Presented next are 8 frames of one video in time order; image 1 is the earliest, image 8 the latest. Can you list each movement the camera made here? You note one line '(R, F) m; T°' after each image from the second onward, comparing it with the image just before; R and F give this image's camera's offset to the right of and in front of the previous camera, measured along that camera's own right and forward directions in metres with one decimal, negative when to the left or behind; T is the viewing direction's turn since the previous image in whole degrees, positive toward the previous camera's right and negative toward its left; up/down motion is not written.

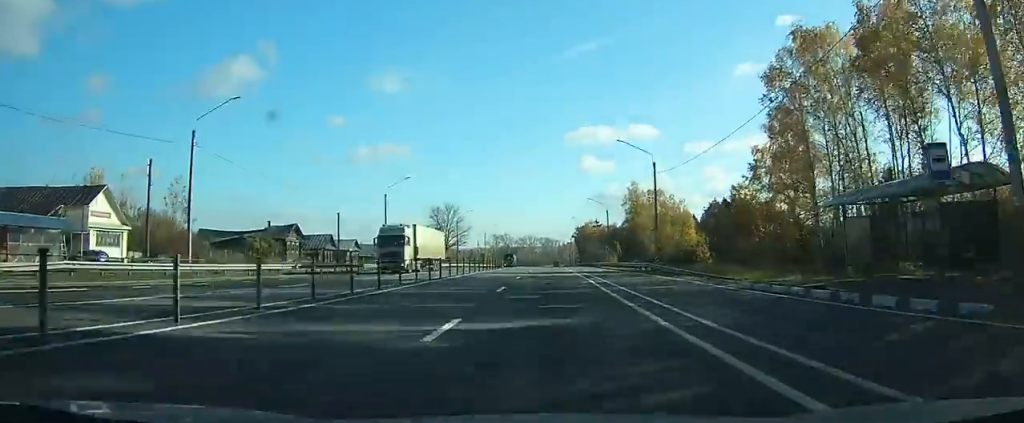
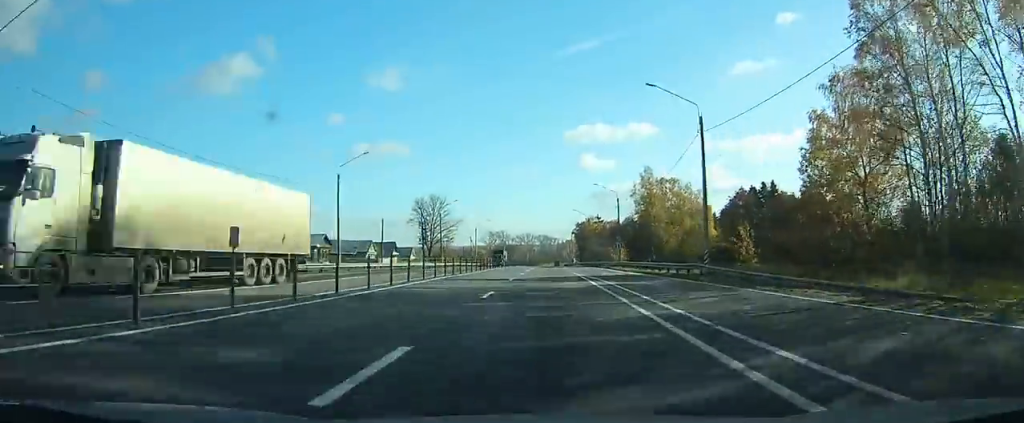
(0.0, +15.3) m; 0°
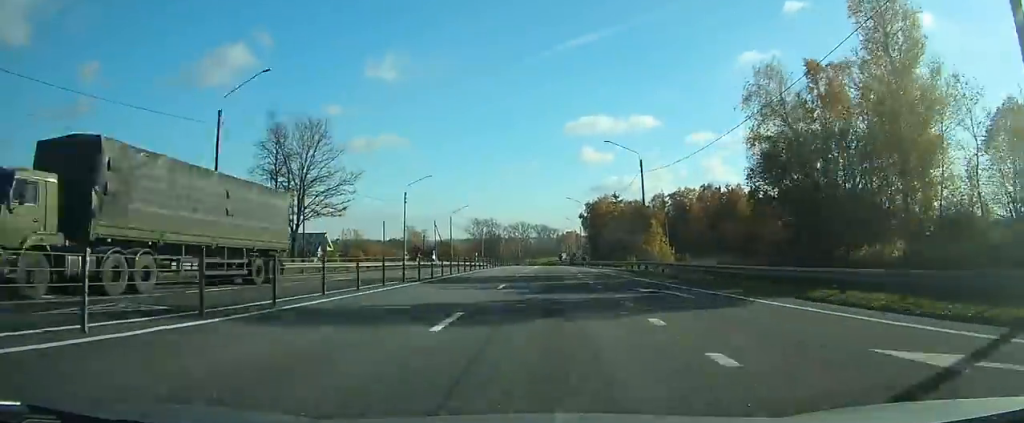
(-0.1, +62.9) m; 0°
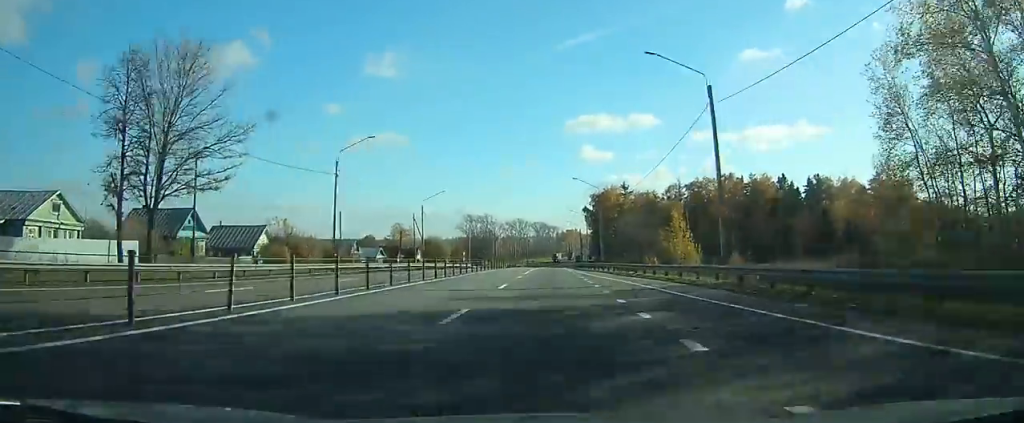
(-0.1, +22.7) m; 0°
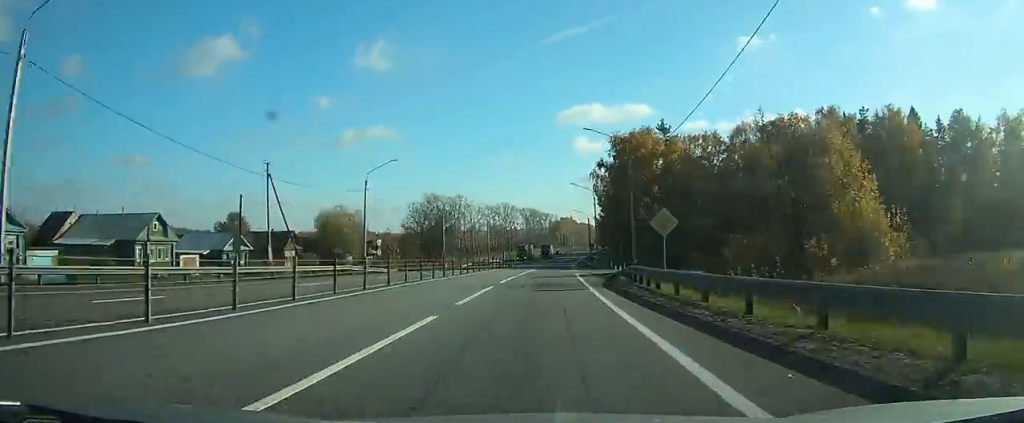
(+0.4, +64.6) m; +1°
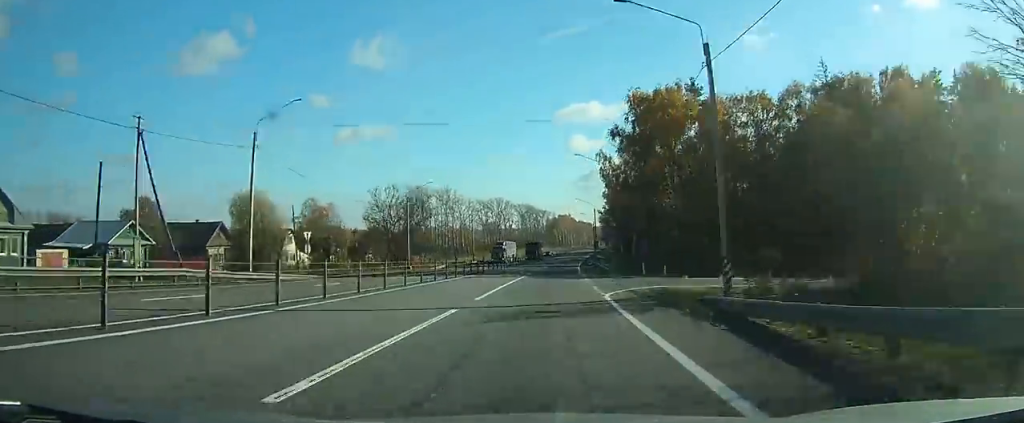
(0.0, +22.4) m; 0°
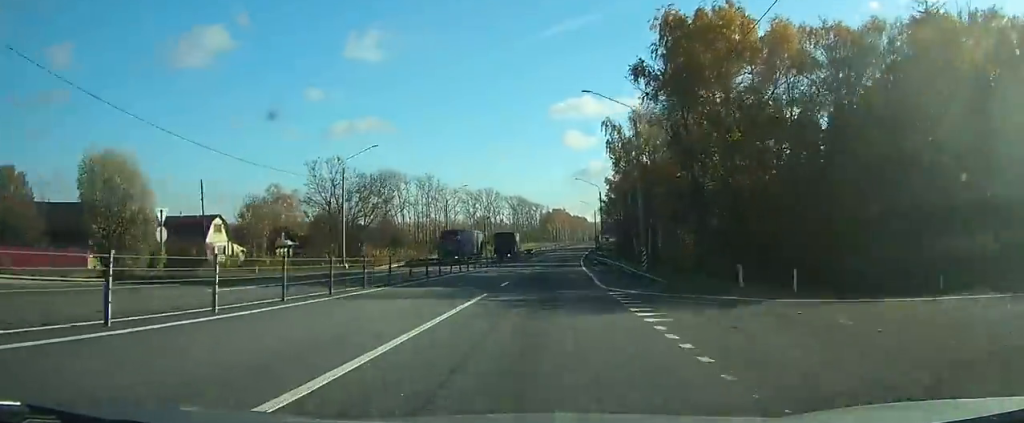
(+0.1, +20.6) m; +1°
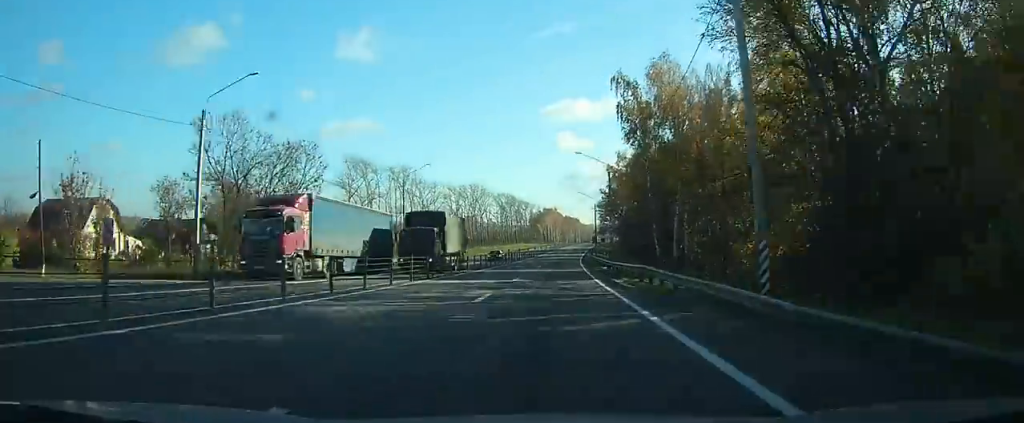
(0.0, +20.4) m; +1°
